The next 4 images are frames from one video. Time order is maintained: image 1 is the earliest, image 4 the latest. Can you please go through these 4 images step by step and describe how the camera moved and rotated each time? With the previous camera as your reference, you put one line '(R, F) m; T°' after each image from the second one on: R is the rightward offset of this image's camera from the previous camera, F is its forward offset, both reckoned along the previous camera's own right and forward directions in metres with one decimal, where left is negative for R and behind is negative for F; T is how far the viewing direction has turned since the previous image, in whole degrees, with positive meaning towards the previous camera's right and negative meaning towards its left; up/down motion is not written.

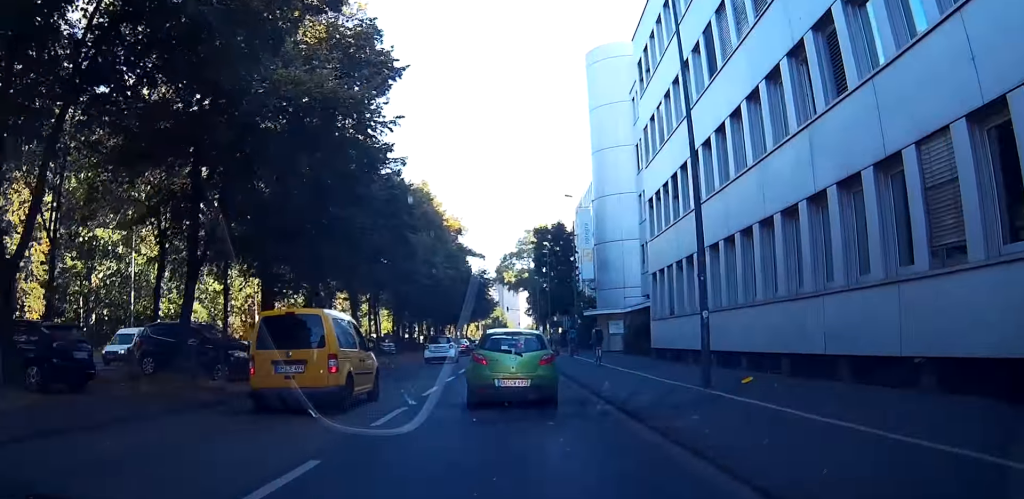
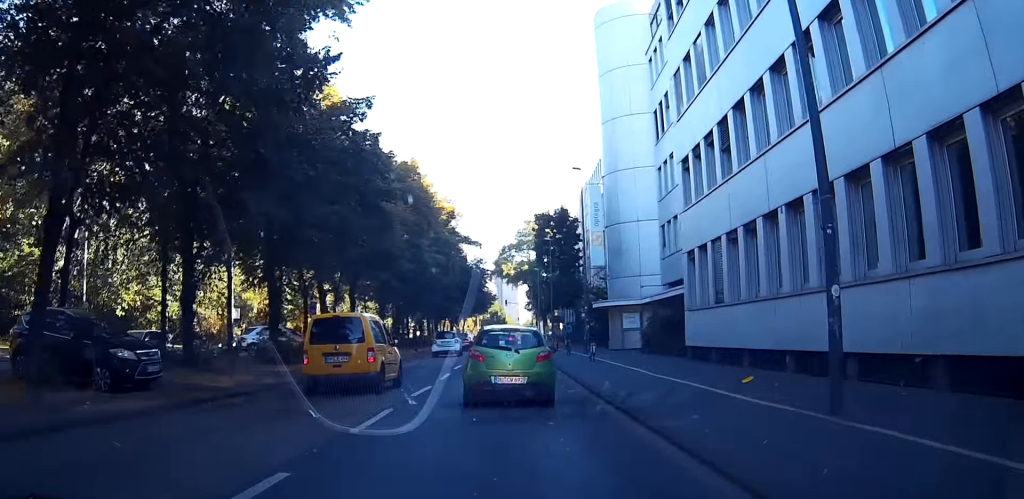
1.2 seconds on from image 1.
(+0.4, +7.9) m; +3°
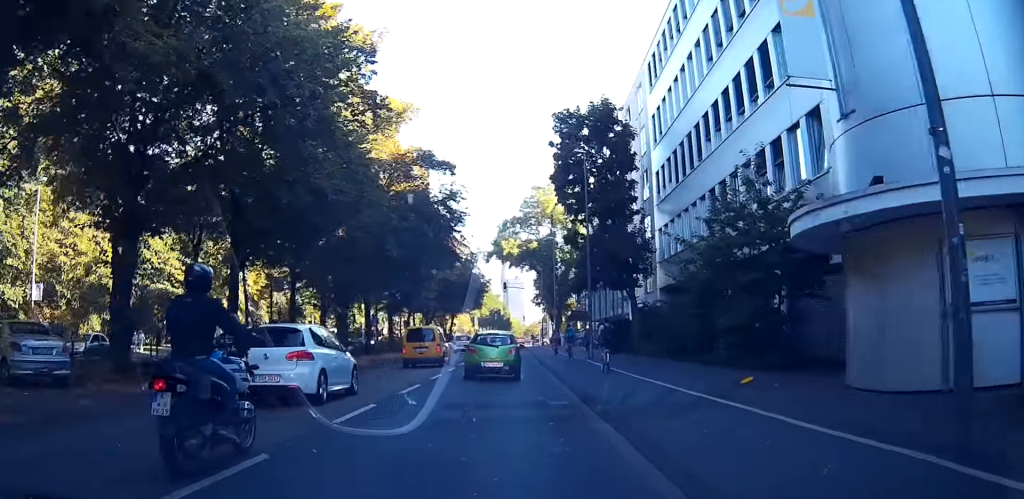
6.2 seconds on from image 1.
(-3.1, +43.6) m; -5°
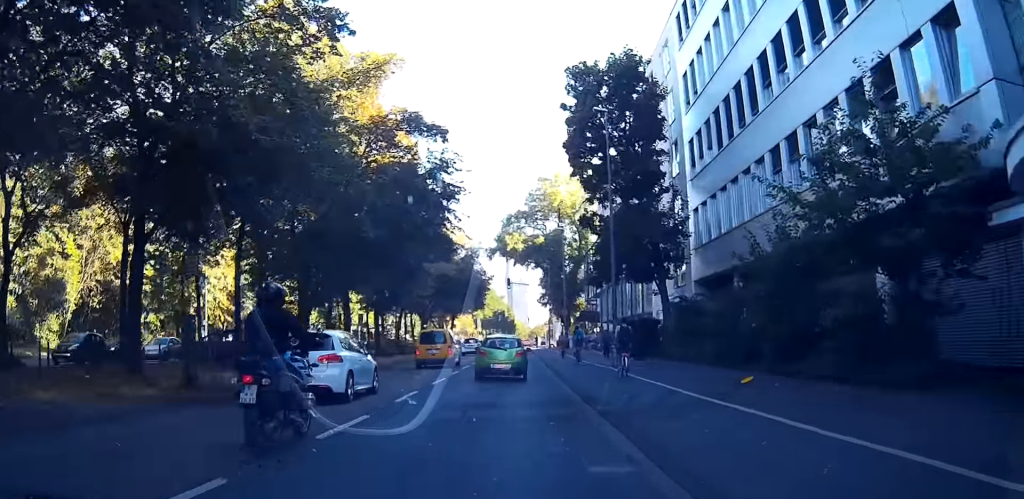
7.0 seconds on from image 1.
(+0.1, +9.1) m; +1°
